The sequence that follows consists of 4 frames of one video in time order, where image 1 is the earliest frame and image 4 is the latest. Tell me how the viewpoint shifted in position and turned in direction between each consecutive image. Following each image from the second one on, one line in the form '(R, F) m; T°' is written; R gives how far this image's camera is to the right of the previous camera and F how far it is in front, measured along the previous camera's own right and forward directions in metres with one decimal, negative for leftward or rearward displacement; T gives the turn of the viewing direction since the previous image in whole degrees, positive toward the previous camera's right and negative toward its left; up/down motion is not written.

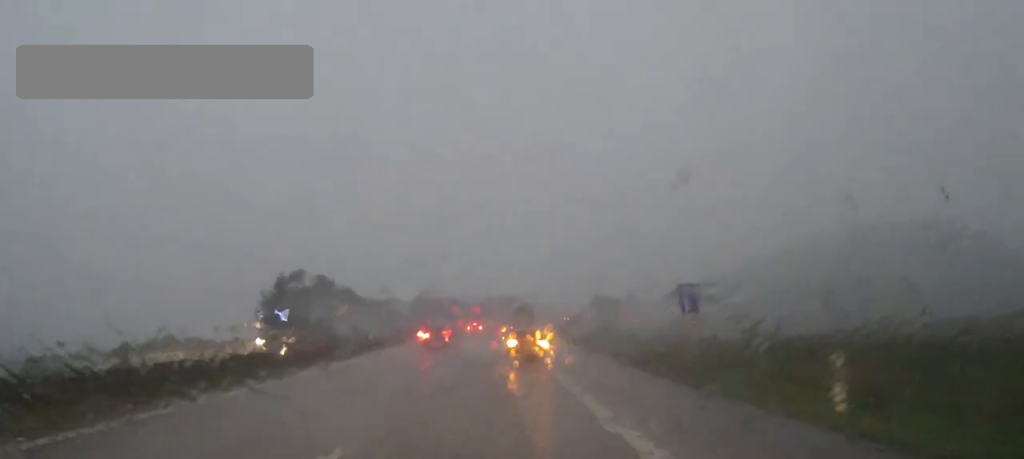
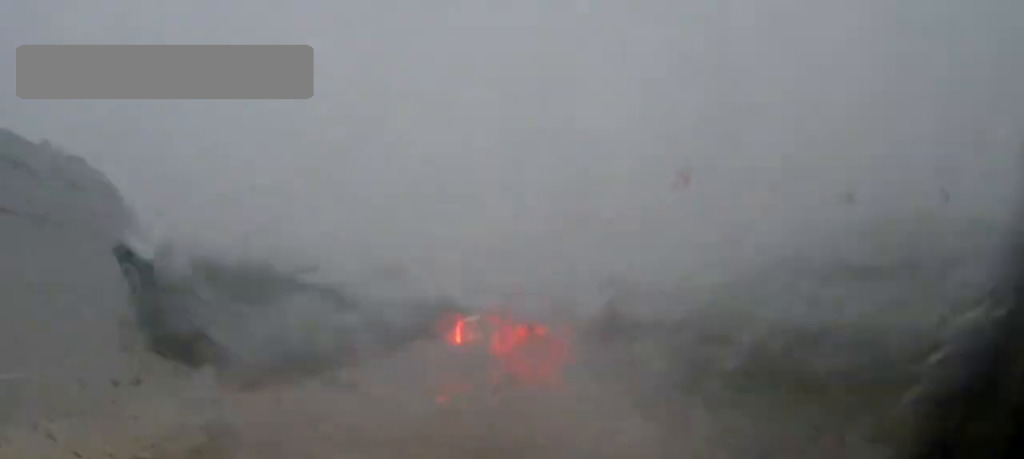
(+0.7, +42.9) m; +2°
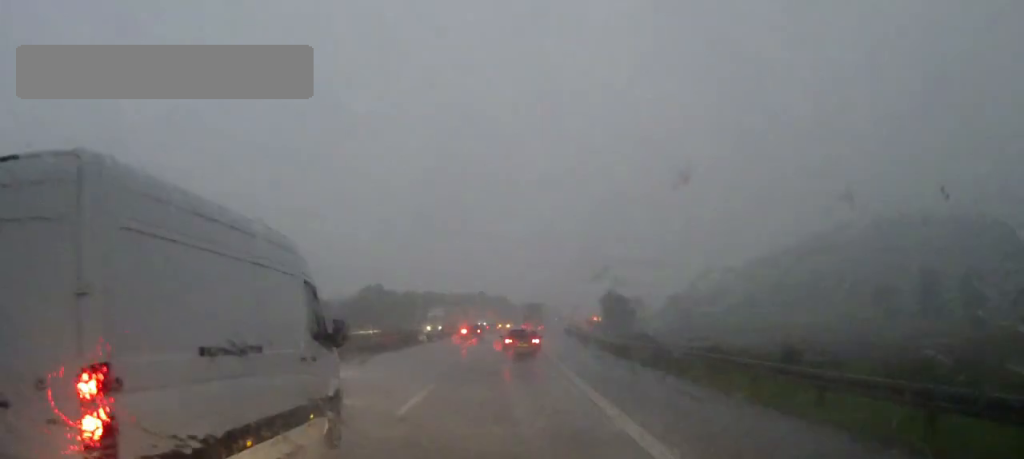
(+0.1, +20.2) m; +1°
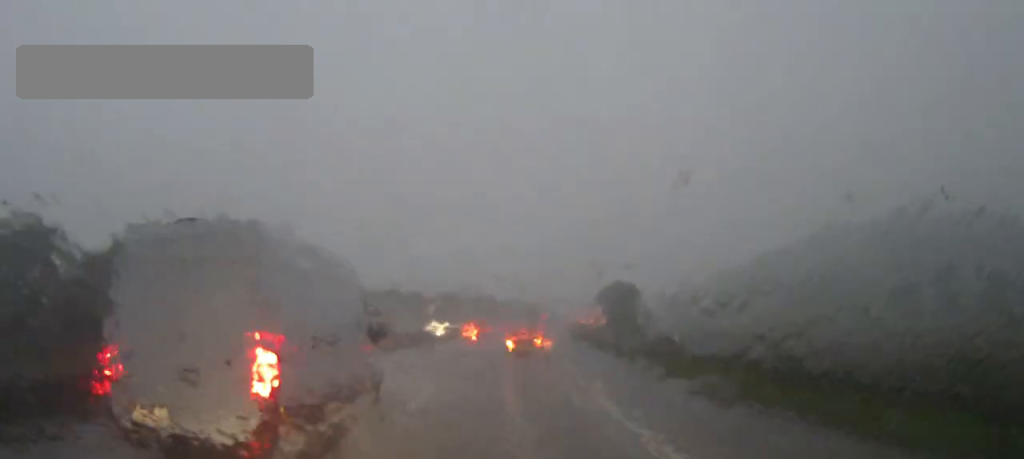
(+0.1, +17.6) m; 0°
